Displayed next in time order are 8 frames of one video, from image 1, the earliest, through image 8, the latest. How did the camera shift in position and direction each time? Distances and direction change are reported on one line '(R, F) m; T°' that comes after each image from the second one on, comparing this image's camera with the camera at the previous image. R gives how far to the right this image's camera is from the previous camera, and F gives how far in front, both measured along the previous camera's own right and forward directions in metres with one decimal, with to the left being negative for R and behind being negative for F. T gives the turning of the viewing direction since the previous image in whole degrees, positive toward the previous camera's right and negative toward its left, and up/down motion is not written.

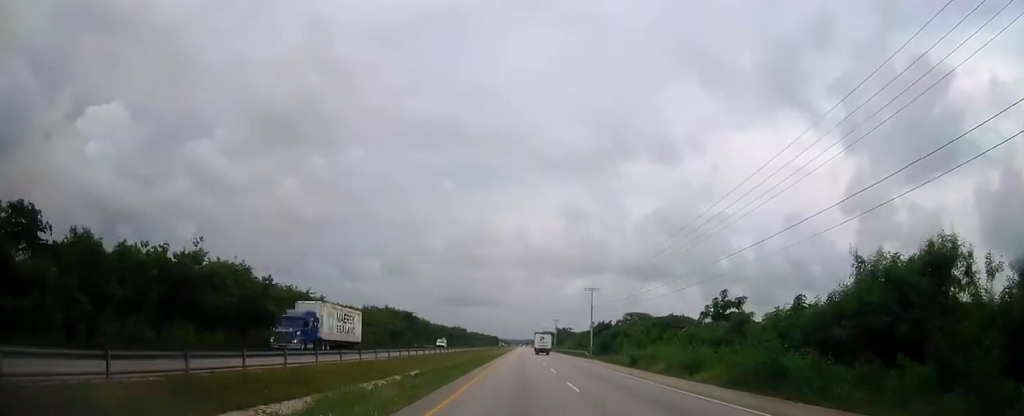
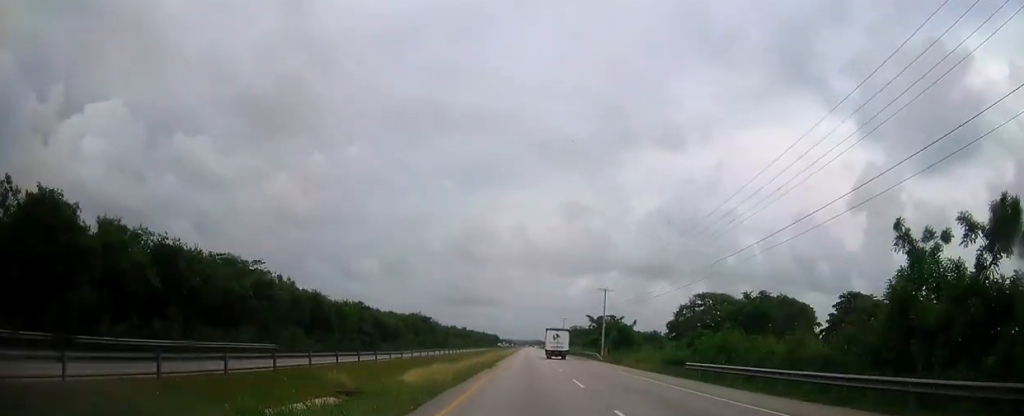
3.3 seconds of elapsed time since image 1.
(-0.1, +106.1) m; 0°
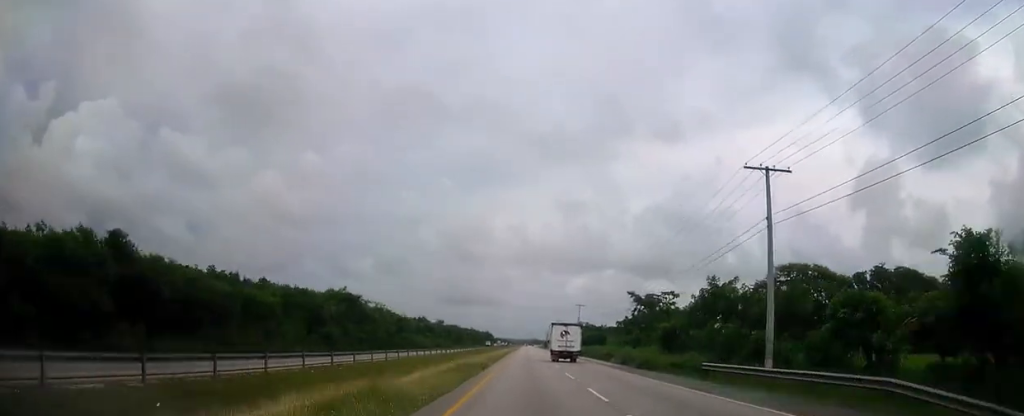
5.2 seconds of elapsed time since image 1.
(-0.1, +61.7) m; 0°
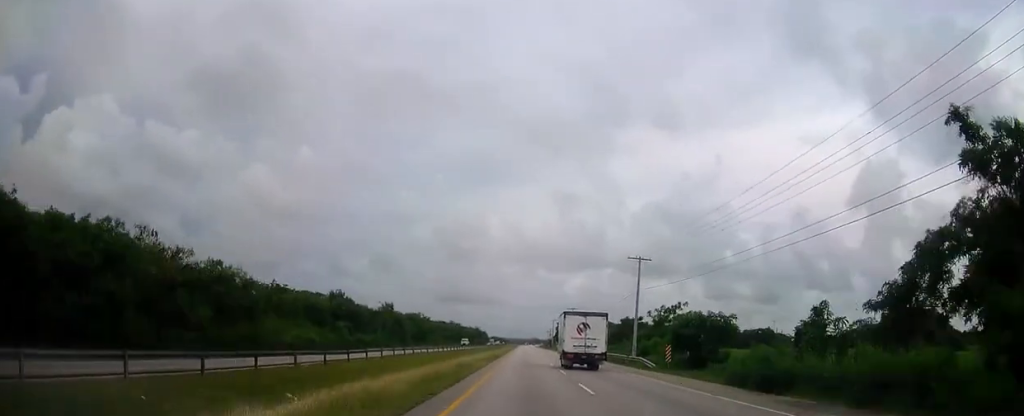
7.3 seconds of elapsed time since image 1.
(+0.1, +67.6) m; 0°
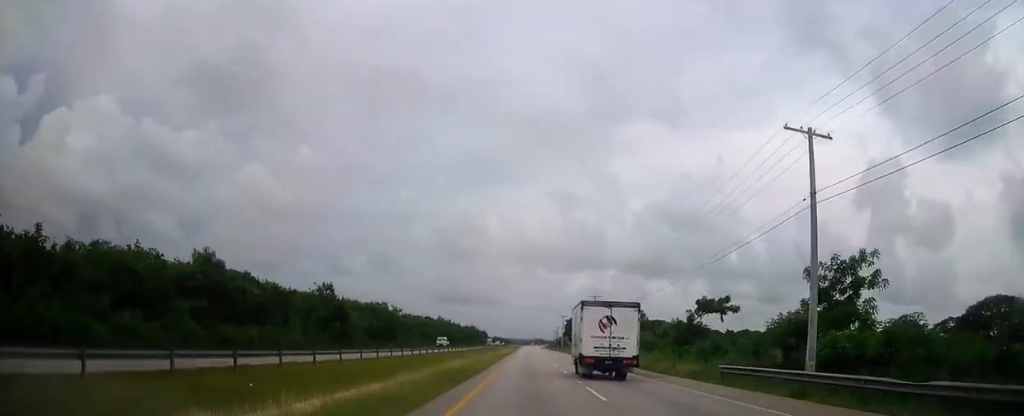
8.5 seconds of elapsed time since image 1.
(0.0, +38.8) m; 0°
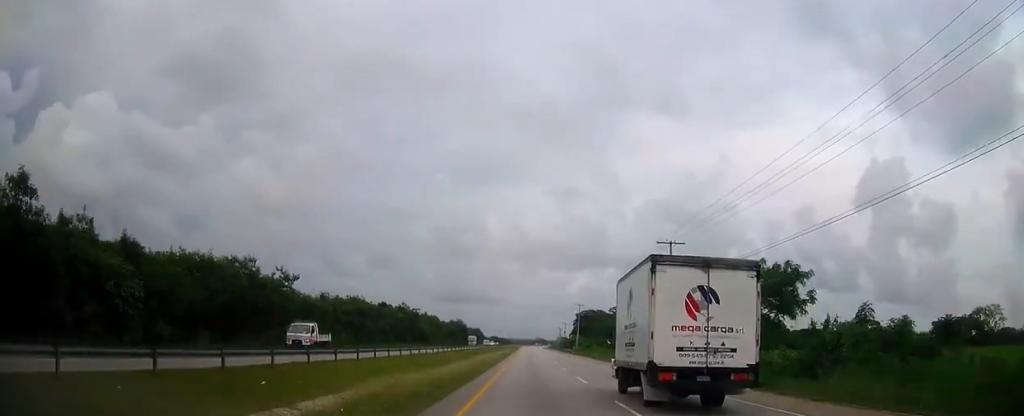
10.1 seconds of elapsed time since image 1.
(-0.1, +52.0) m; 0°
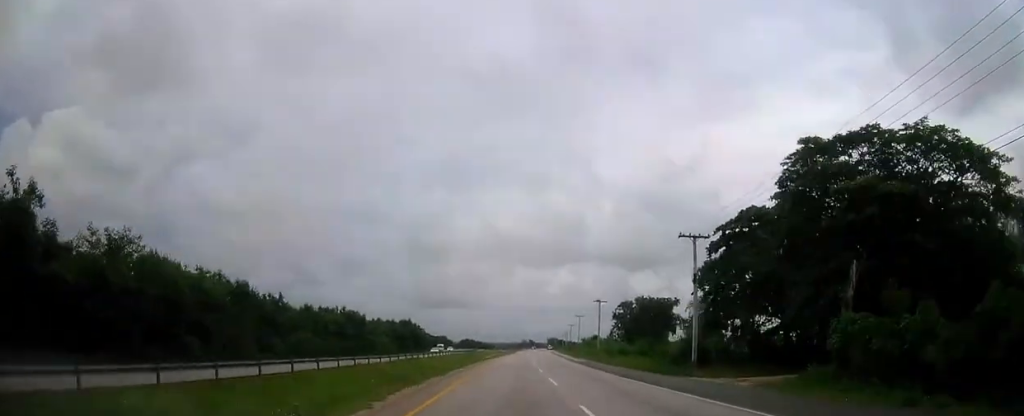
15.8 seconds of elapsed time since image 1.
(+1.7, +182.1) m; +2°
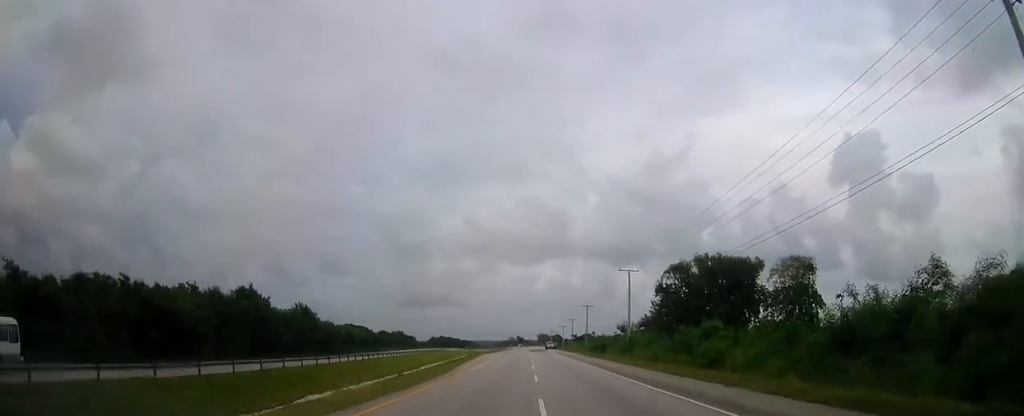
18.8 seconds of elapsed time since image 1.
(+1.0, +93.6) m; +1°
